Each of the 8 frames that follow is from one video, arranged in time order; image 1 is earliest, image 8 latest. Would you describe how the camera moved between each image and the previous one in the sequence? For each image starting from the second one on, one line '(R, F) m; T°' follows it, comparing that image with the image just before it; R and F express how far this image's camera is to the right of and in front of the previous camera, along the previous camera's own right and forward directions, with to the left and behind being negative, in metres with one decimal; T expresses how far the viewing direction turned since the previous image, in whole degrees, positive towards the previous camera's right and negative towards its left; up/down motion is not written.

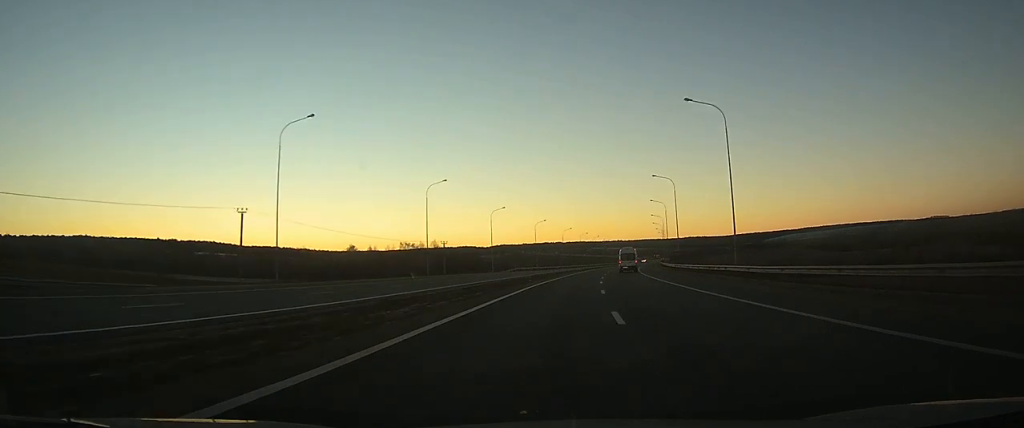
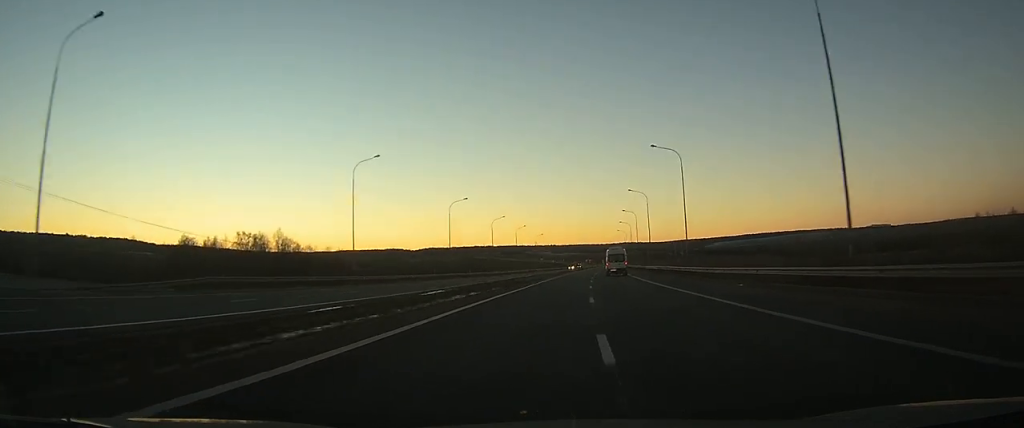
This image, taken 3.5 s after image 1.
(+5.5, +88.5) m; +7°
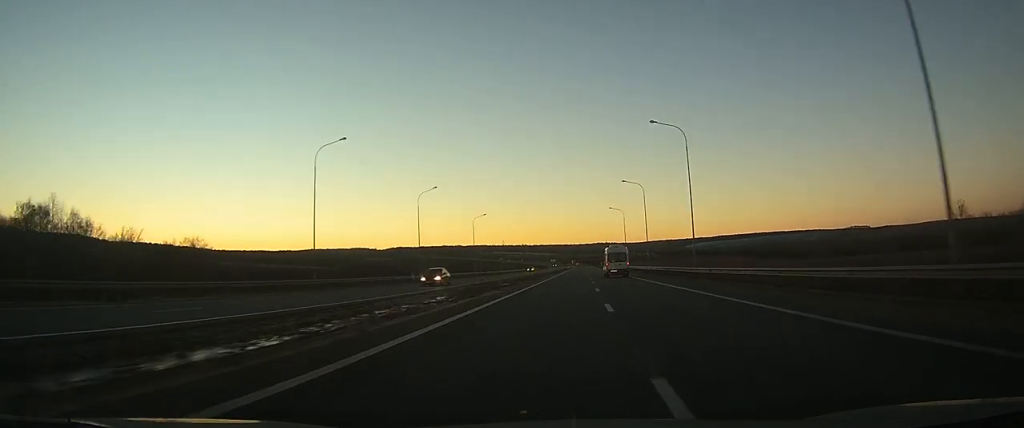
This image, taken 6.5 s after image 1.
(+2.1, +72.5) m; +3°
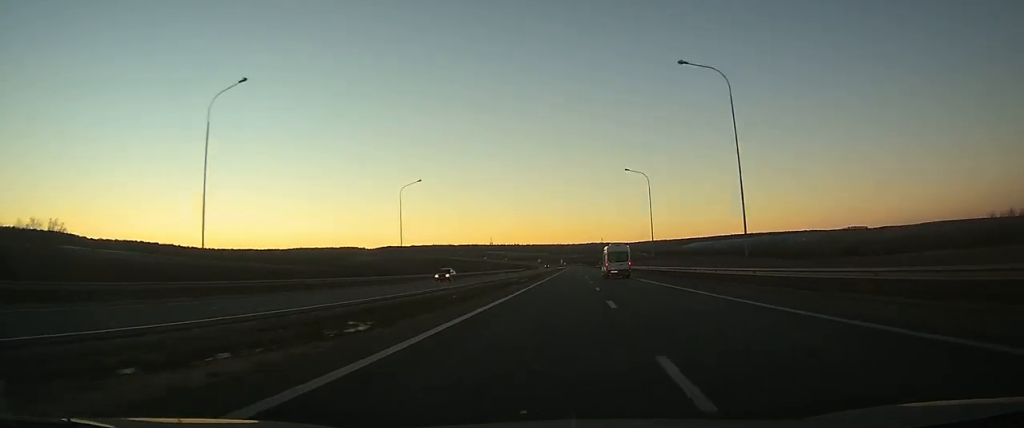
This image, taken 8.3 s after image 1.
(+0.5, +47.2) m; +1°
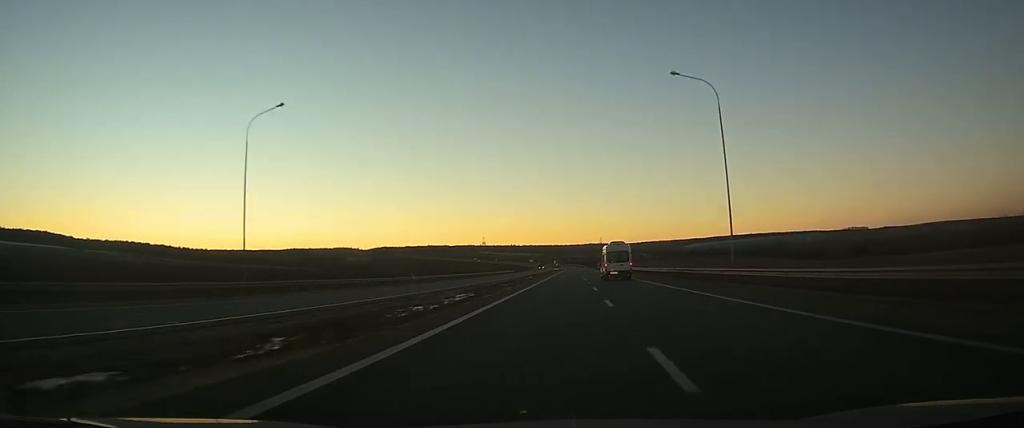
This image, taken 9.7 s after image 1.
(+0.1, +36.5) m; 0°
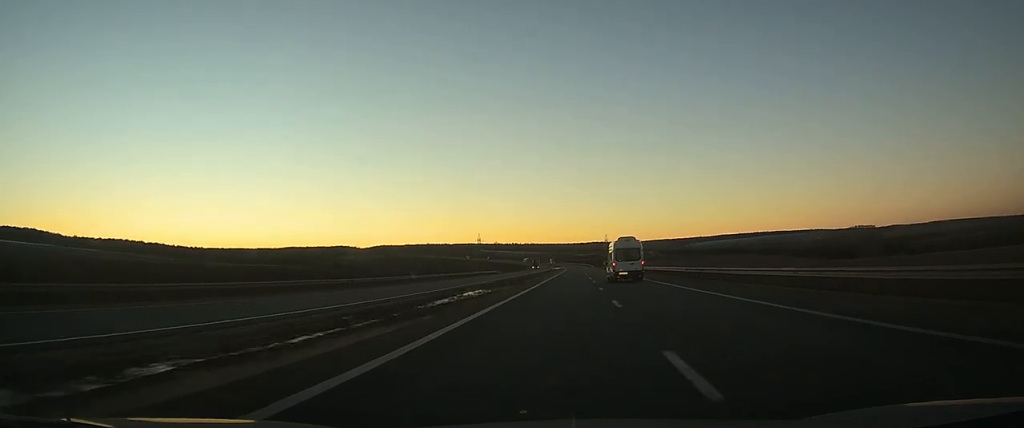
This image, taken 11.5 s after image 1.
(0.0, +49.9) m; 0°
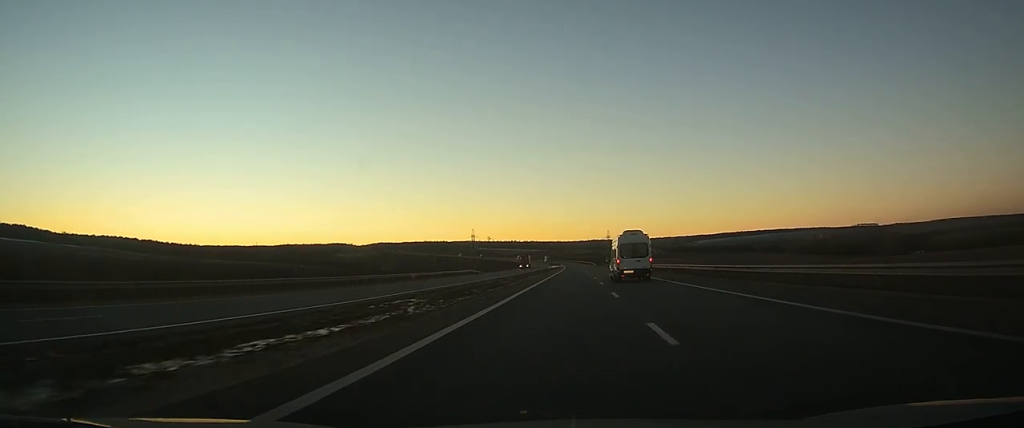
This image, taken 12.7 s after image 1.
(-0.1, +33.1) m; 0°
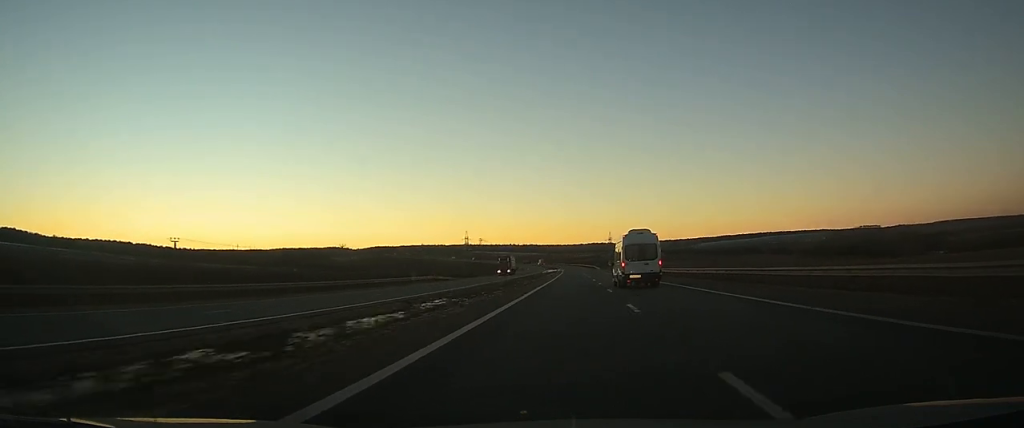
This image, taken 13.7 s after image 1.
(0.0, +29.2) m; 0°
